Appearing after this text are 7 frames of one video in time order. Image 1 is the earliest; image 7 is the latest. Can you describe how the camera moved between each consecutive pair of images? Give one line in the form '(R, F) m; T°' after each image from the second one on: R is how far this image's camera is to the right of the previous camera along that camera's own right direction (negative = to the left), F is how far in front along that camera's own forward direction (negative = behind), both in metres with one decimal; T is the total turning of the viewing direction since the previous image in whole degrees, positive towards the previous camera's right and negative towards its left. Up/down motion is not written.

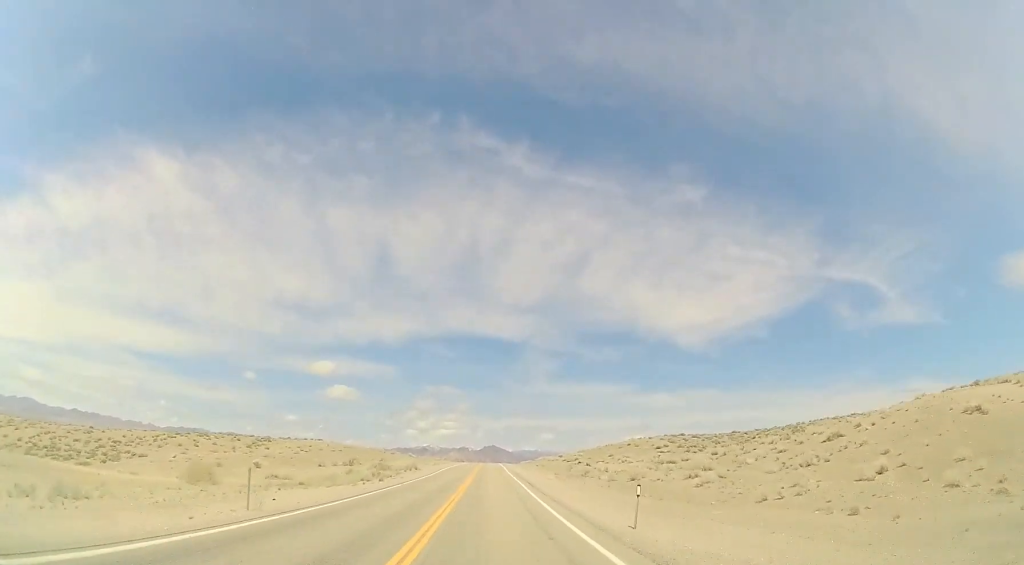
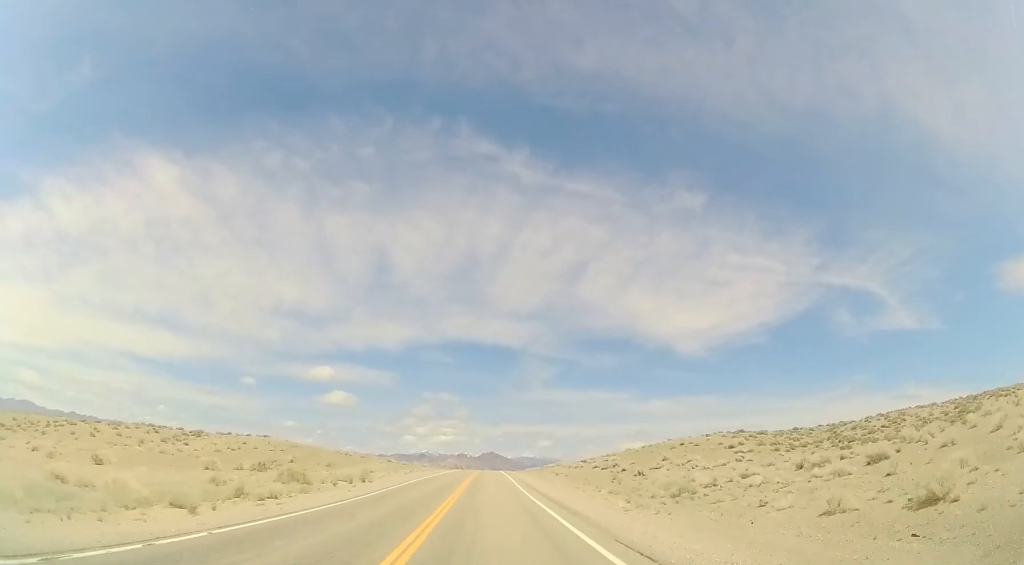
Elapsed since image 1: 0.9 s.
(+0.2, +27.8) m; +1°
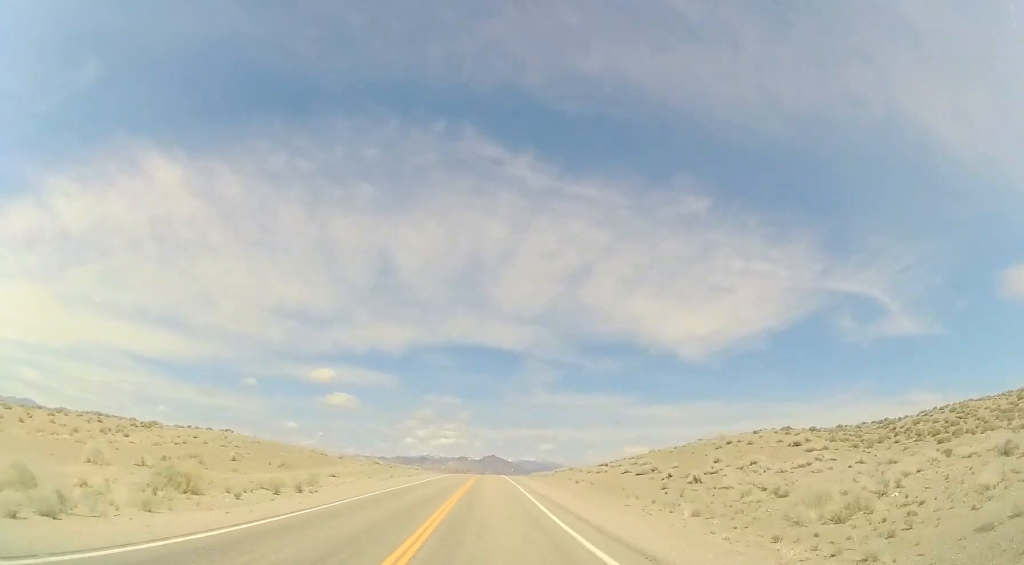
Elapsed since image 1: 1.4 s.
(+0.1, +13.7) m; 0°
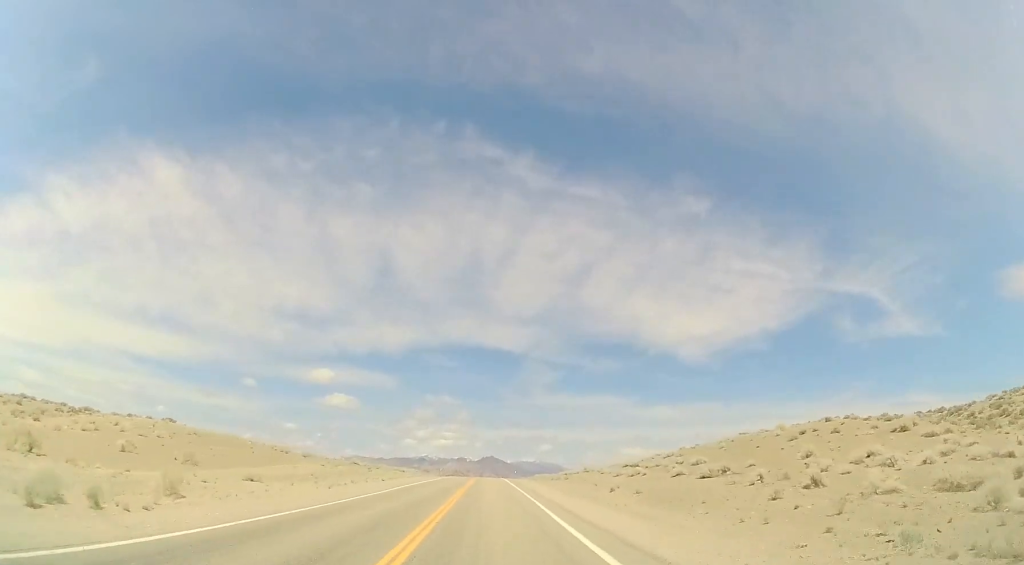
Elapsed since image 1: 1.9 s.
(0.0, +14.6) m; 0°
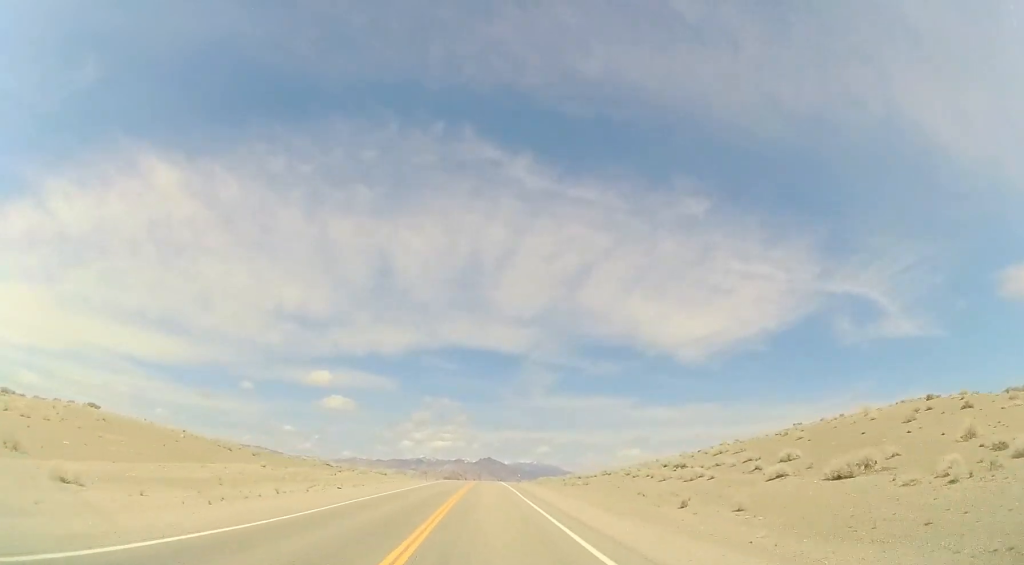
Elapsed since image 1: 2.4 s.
(+0.1, +13.6) m; 0°
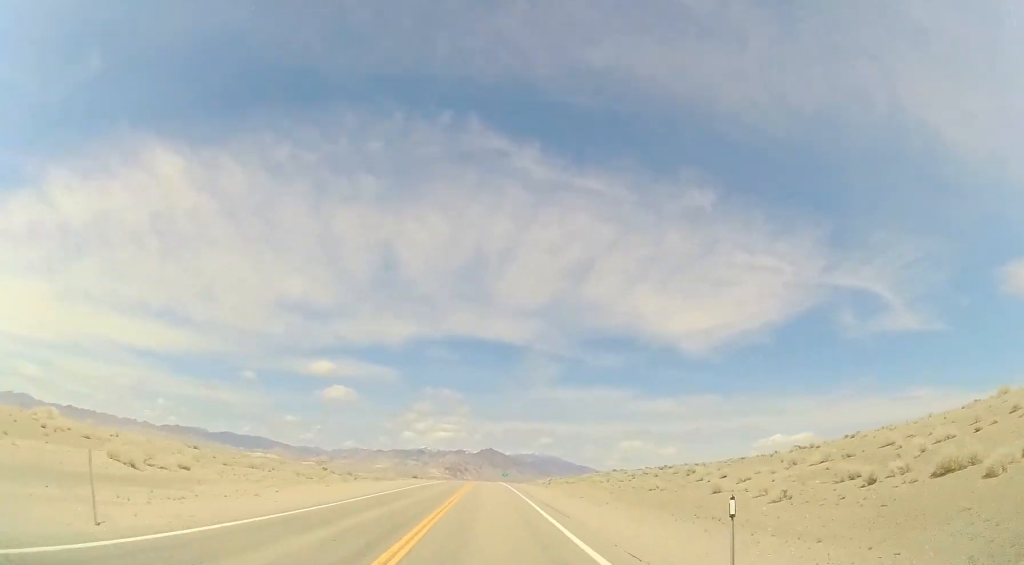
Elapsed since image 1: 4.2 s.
(-1.0, +53.3) m; -1°
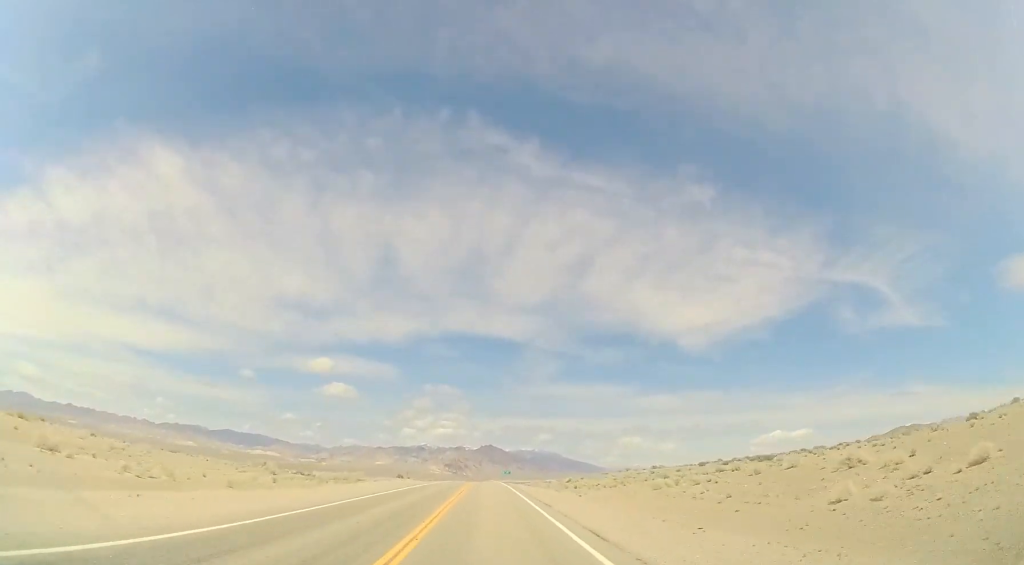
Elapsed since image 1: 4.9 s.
(0.0, +19.7) m; 0°
